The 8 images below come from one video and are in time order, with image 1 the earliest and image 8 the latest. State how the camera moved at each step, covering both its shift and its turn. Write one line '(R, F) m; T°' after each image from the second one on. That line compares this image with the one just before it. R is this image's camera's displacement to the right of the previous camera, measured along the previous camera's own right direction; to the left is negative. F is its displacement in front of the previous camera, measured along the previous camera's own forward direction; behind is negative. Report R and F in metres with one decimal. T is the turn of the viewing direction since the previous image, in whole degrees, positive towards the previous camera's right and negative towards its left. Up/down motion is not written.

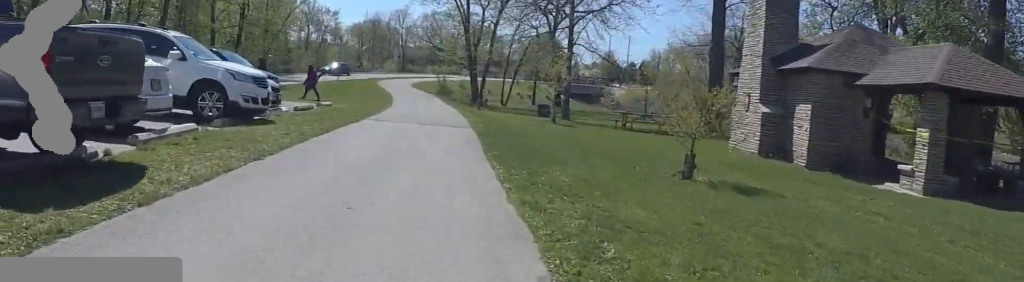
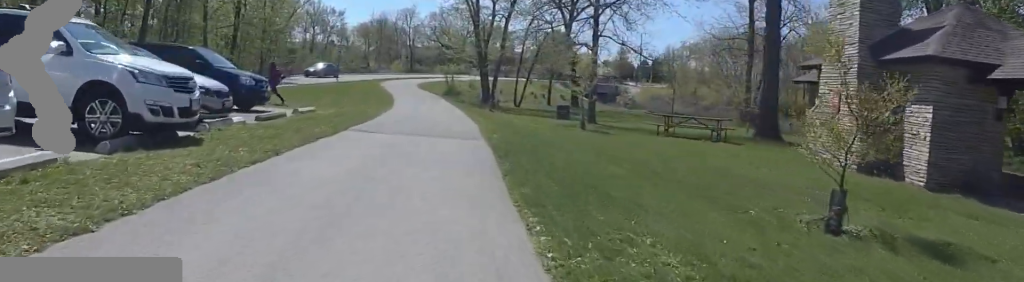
(0.0, +3.9) m; -1°
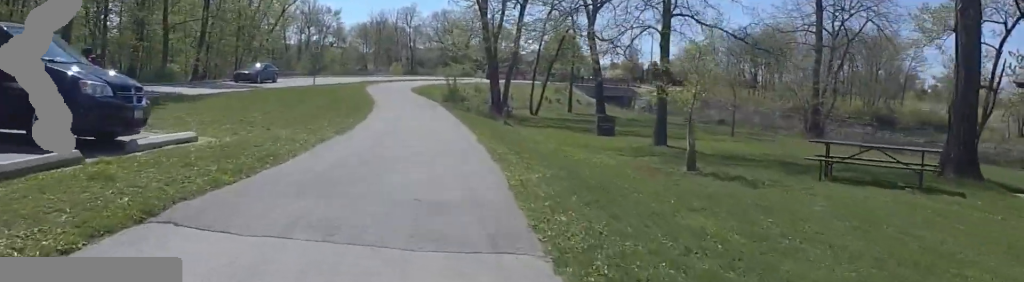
(0.0, +8.7) m; -1°
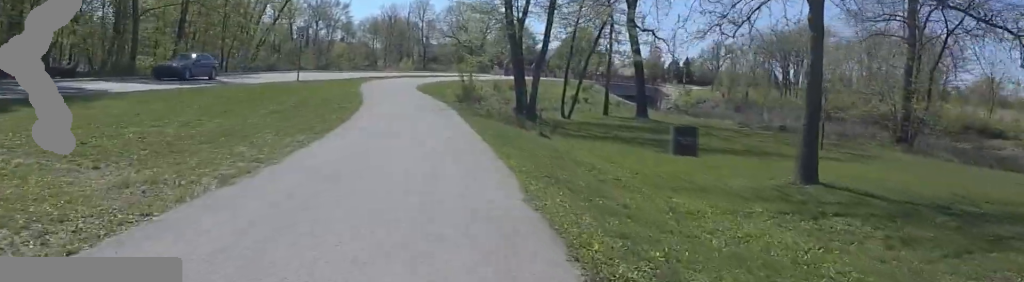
(-0.2, +6.9) m; -10°
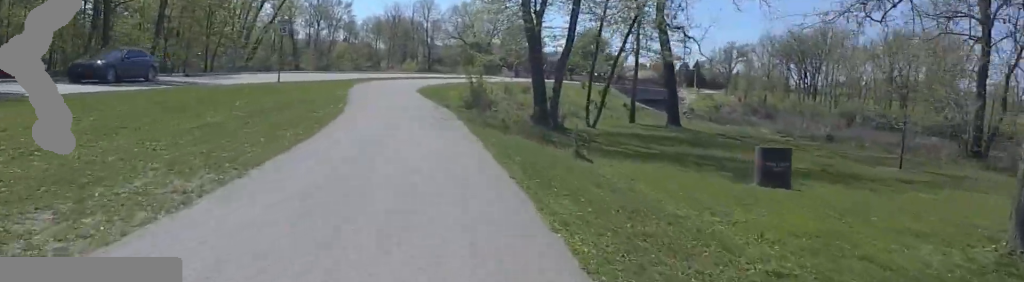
(-0.5, +4.6) m; -2°
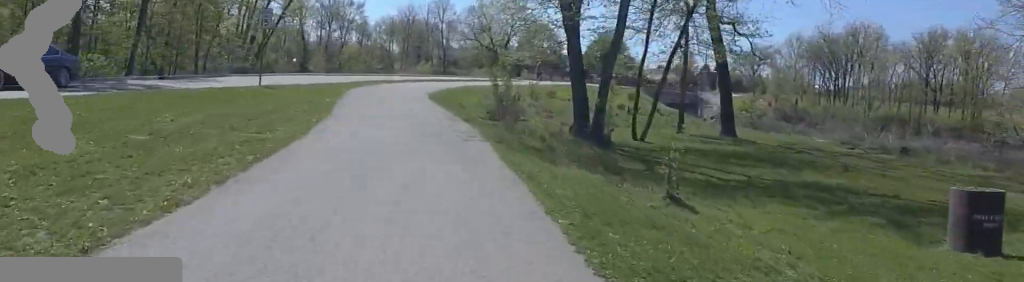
(-0.3, +5.1) m; +4°
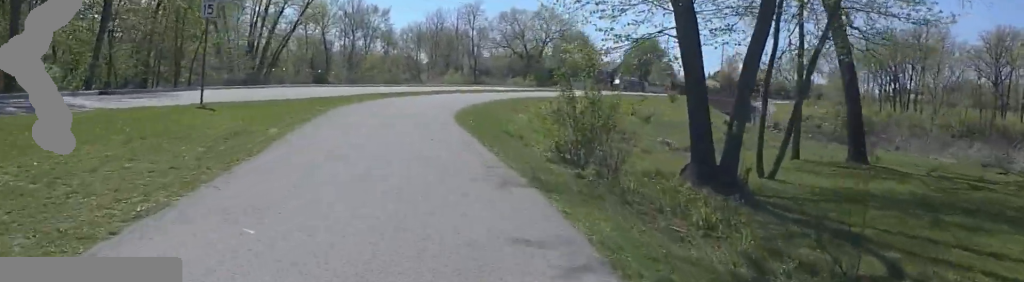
(+1.3, +8.1) m; +9°
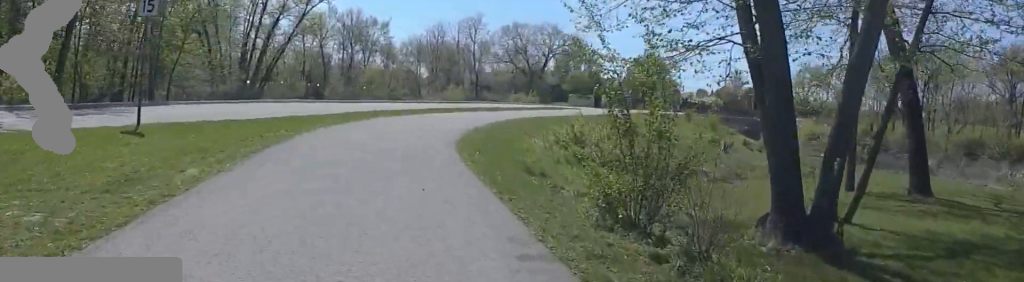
(0.0, +3.5) m; 0°
